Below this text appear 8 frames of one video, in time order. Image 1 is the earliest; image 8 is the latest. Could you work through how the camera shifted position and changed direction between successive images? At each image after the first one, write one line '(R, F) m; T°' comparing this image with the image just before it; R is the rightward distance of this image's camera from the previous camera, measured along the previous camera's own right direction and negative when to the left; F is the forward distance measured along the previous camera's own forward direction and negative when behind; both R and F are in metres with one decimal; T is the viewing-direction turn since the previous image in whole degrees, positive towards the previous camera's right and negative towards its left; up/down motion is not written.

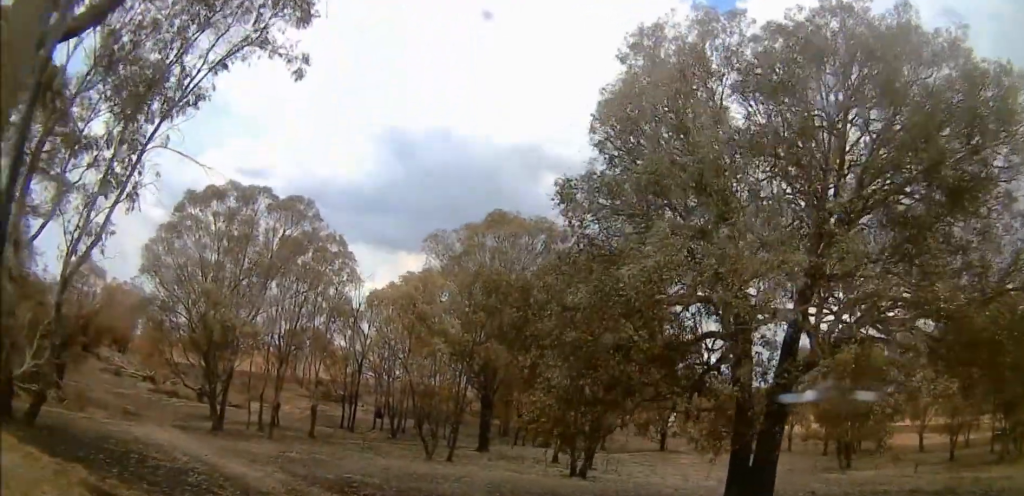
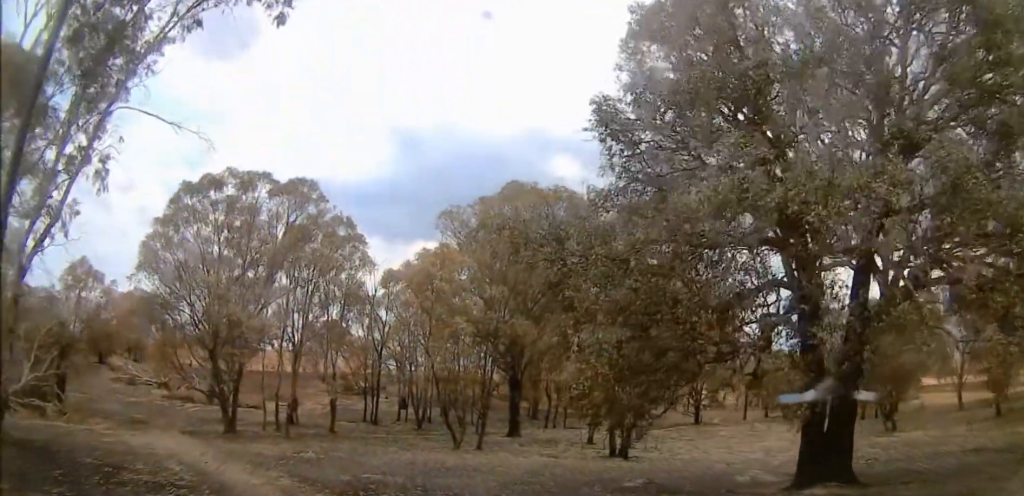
(-0.1, +3.1) m; -3°
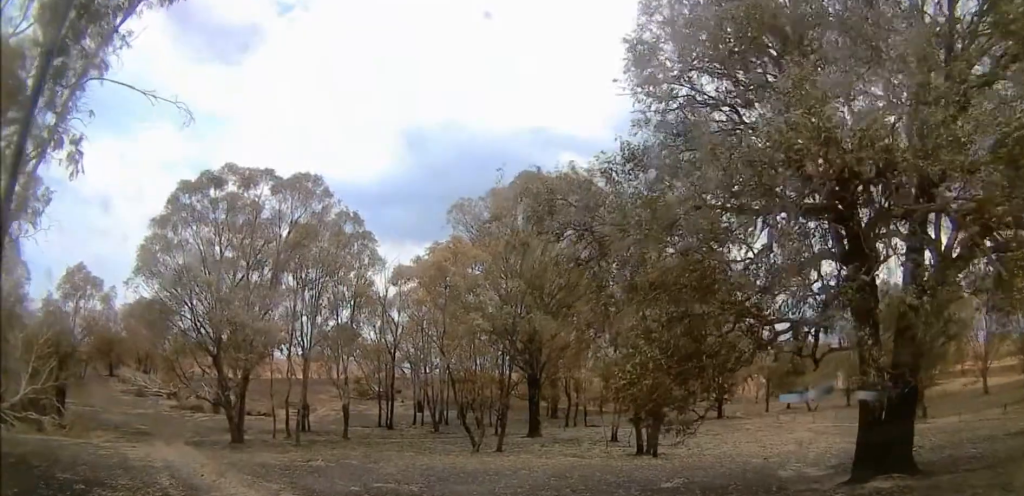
(0.0, +2.2) m; -2°
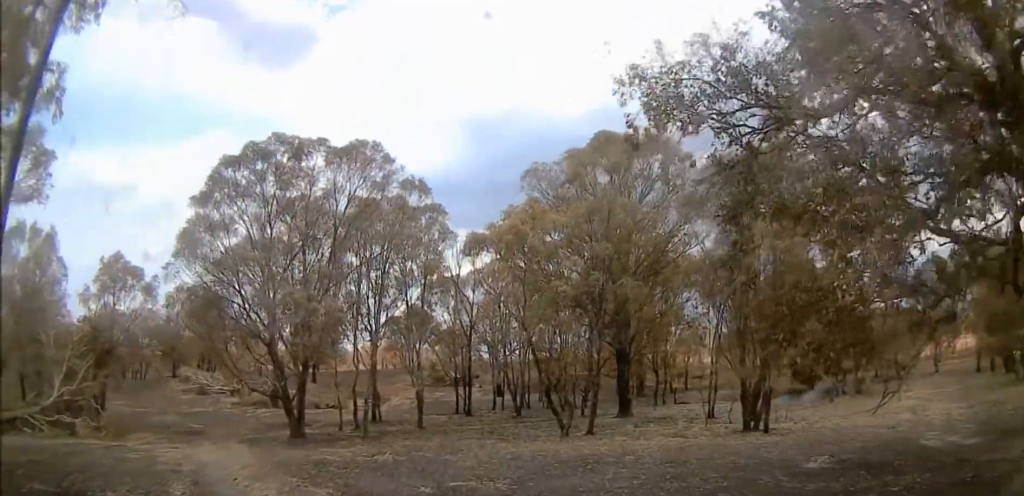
(-0.1, +4.4) m; -1°
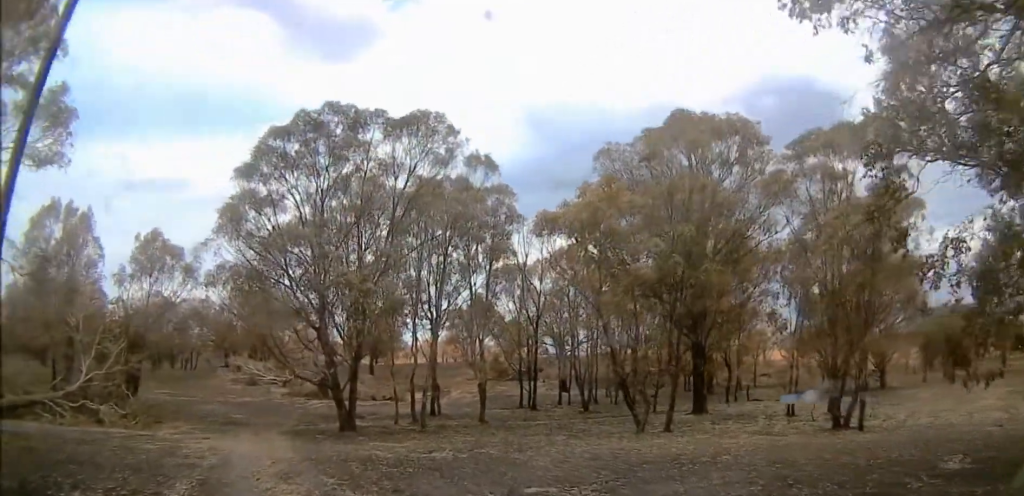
(+0.1, +3.3) m; -2°
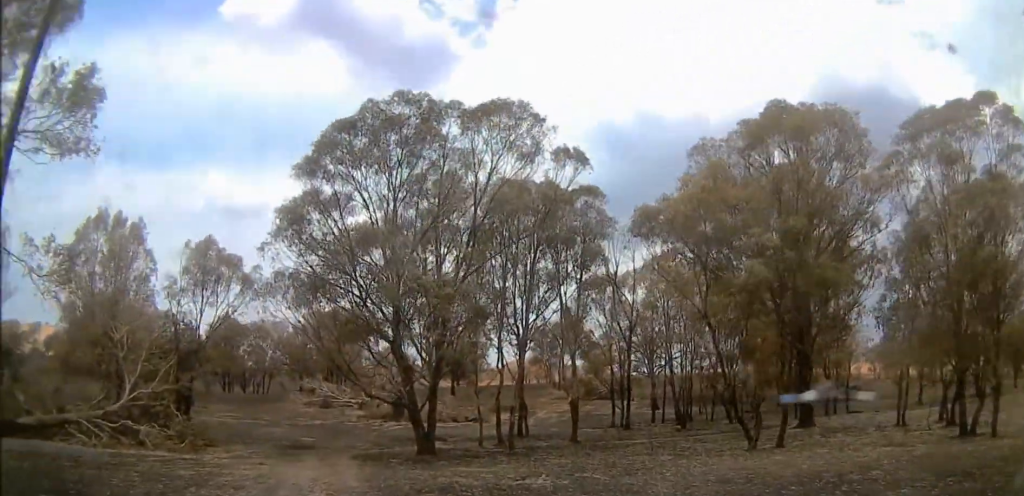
(-0.3, +3.8) m; -8°
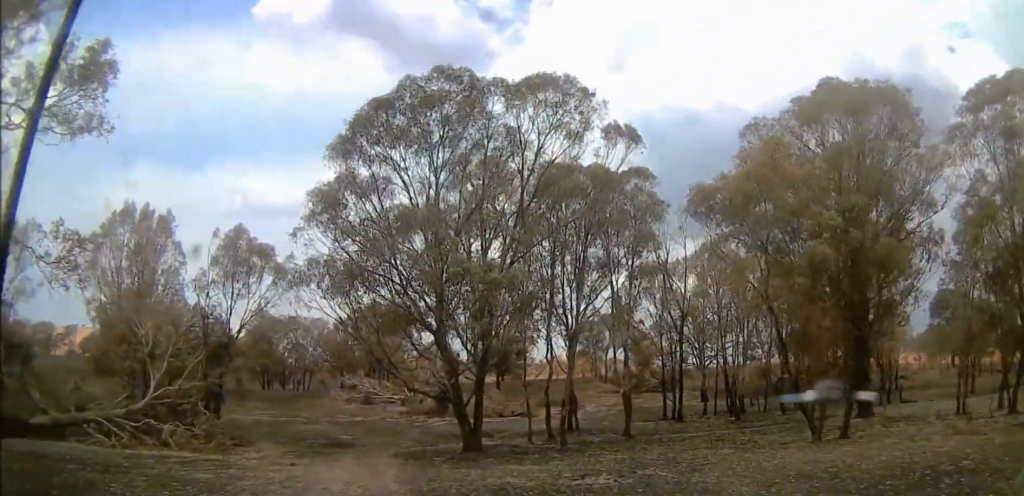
(-0.1, +2.0) m; -3°
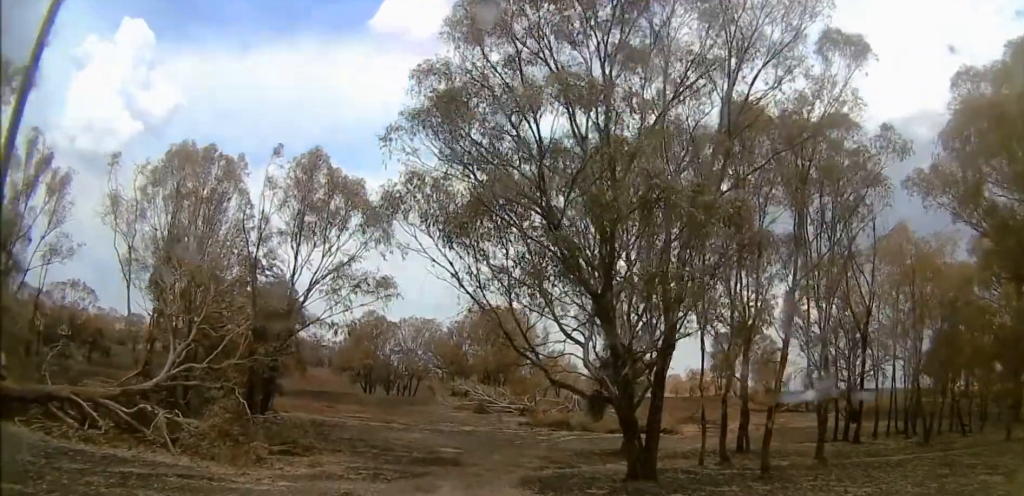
(-0.7, +10.1) m; -8°
